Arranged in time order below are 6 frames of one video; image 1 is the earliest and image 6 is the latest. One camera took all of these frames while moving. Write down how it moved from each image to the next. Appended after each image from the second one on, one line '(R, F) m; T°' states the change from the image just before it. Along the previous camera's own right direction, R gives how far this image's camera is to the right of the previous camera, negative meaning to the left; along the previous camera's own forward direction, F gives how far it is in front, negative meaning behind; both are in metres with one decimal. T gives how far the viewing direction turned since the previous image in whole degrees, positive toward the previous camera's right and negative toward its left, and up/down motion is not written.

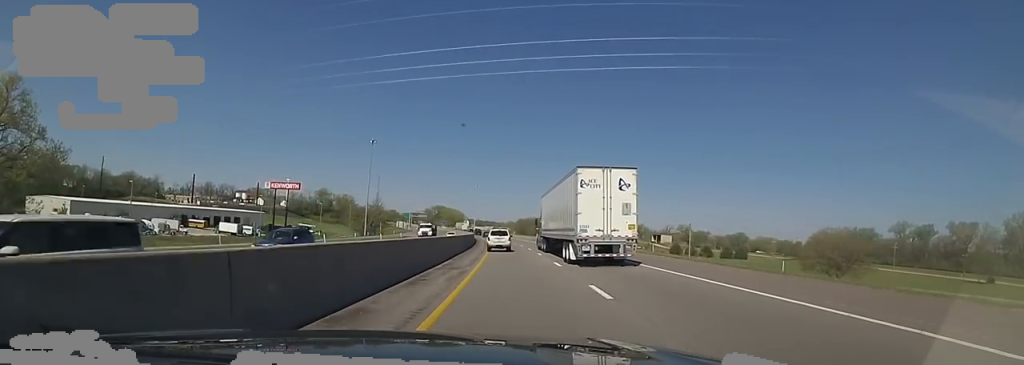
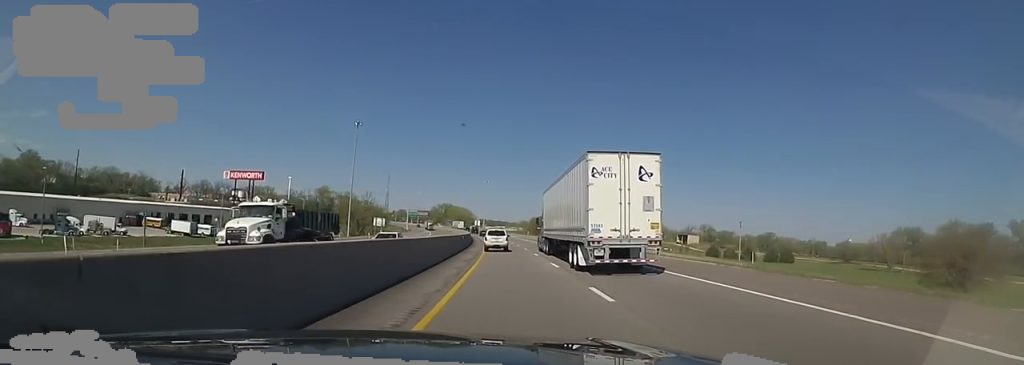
(+0.1, +29.6) m; 0°
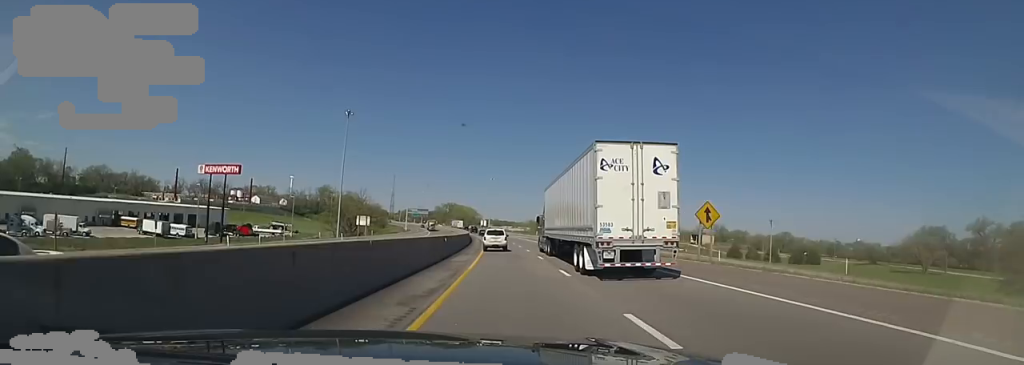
(+0.6, +13.8) m; 0°
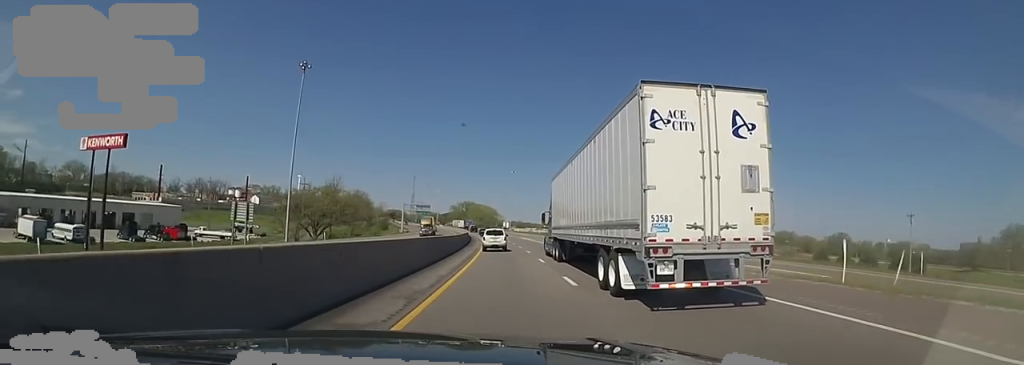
(-2.5, +41.8) m; -6°
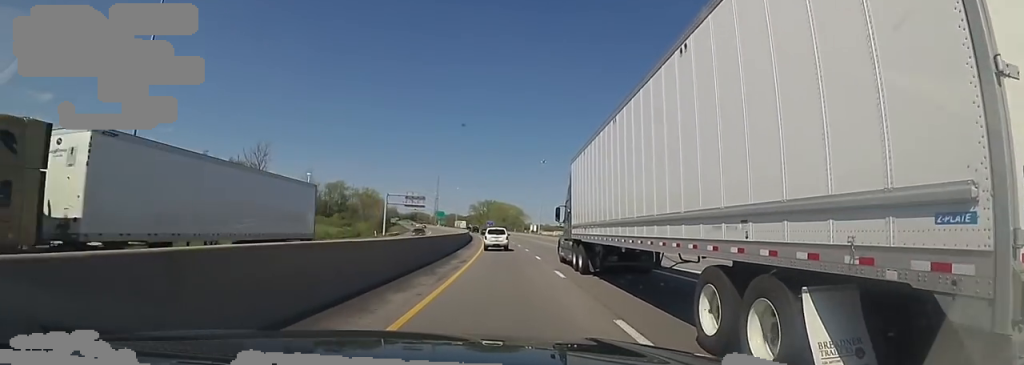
(-1.8, +46.5) m; -2°
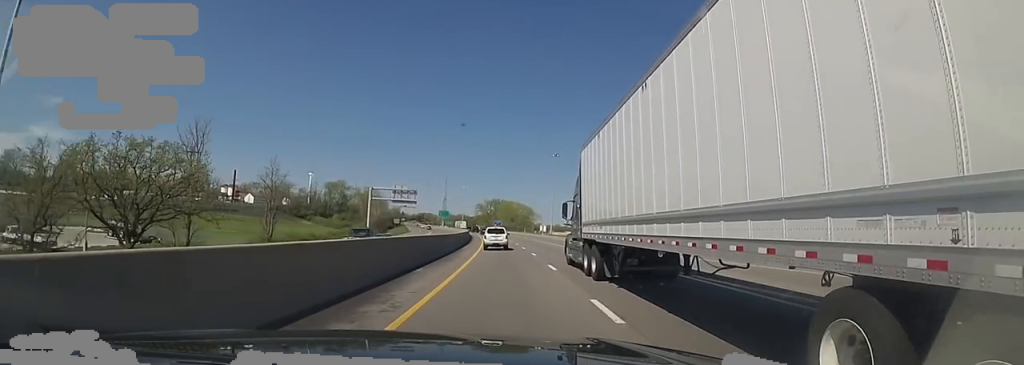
(0.0, +17.4) m; 0°
